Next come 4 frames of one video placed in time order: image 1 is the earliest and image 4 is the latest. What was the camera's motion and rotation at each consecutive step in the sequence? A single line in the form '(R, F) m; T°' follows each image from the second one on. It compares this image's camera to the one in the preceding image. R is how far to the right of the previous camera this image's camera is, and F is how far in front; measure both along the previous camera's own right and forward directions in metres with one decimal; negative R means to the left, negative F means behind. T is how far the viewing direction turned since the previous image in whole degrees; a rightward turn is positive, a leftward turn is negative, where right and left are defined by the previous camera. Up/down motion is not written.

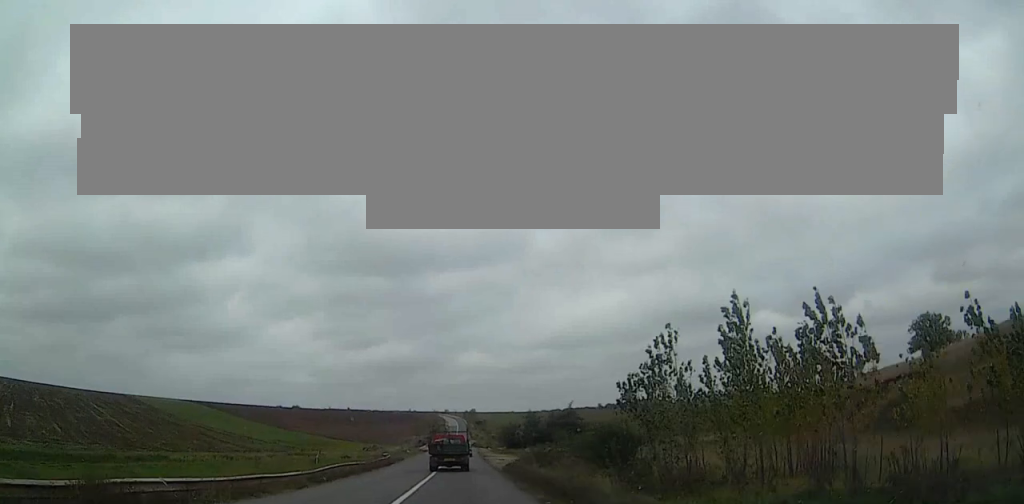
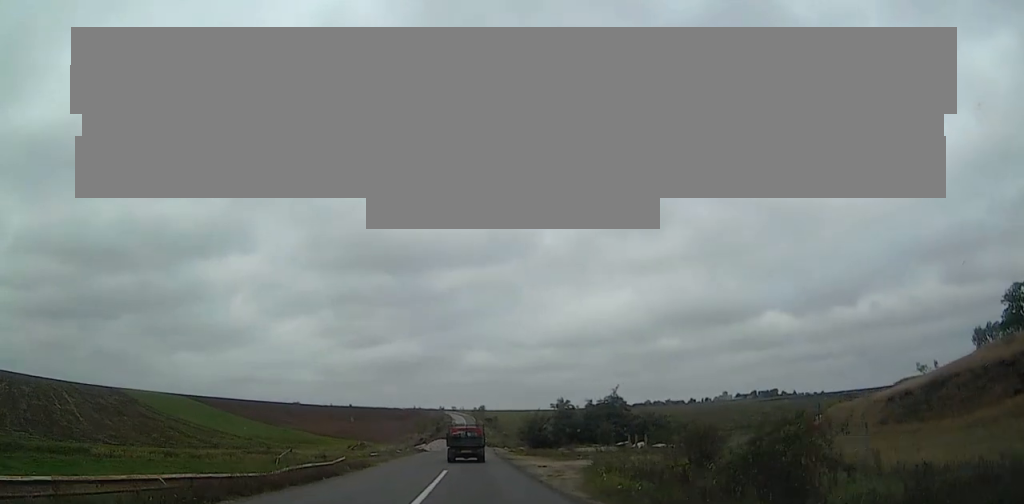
(-0.1, +25.2) m; 0°
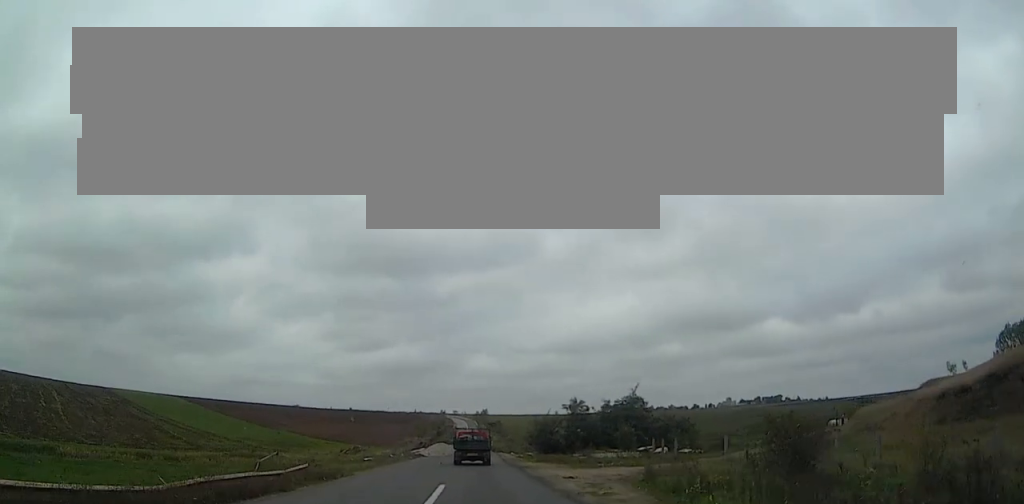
(+0.1, +7.4) m; +1°
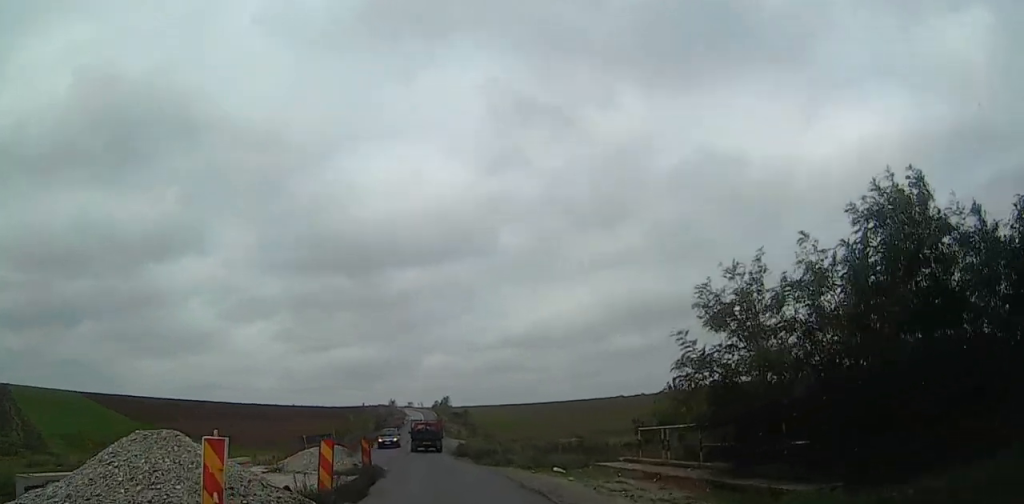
(+1.4, +62.7) m; +1°
